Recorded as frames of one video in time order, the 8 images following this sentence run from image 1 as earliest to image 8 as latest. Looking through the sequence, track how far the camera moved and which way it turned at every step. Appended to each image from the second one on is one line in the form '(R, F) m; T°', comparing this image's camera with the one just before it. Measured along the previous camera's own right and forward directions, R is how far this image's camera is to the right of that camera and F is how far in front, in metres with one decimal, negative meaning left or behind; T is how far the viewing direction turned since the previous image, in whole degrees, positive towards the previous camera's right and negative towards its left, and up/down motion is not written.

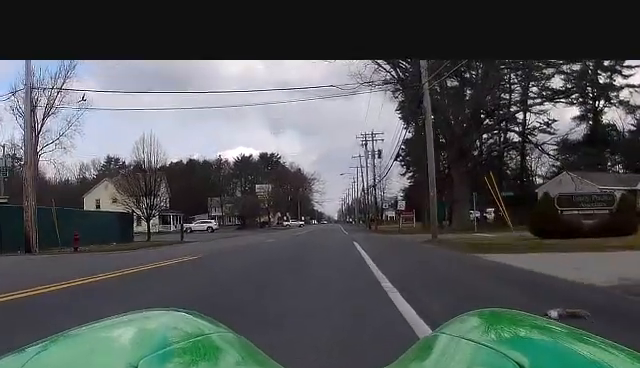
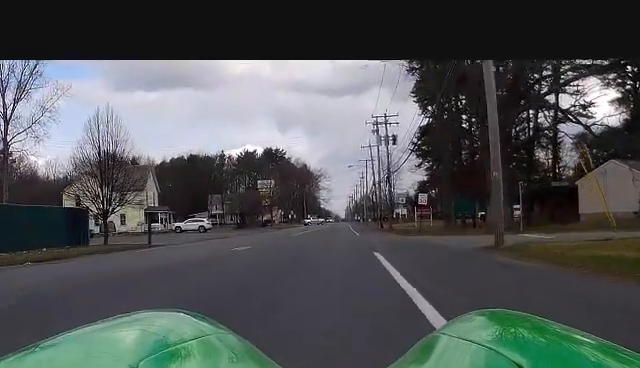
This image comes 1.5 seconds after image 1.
(-0.2, +13.0) m; 0°
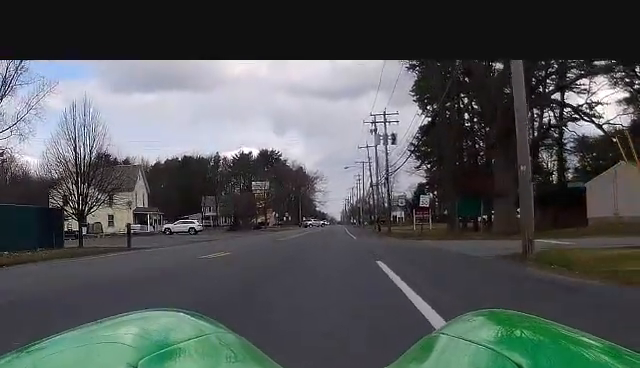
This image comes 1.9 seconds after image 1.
(-0.1, +3.8) m; +1°
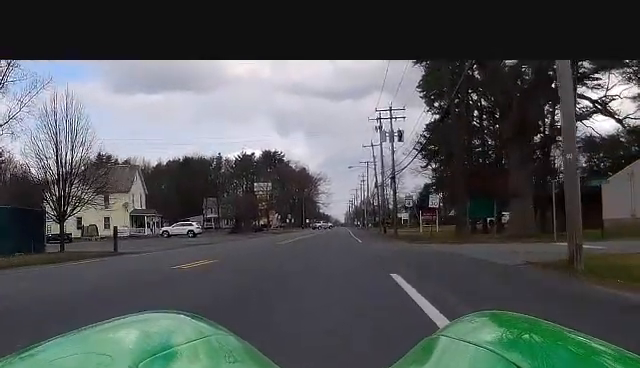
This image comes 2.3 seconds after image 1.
(+0.2, +3.5) m; +1°
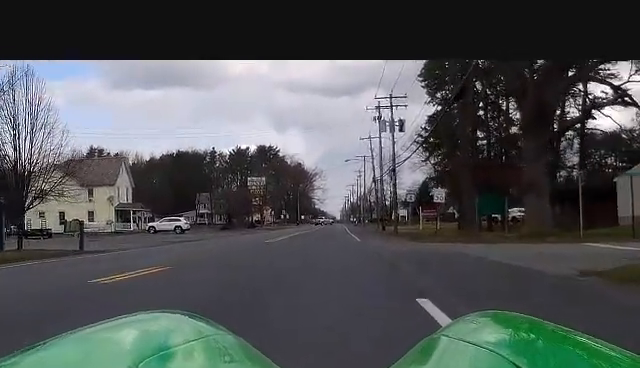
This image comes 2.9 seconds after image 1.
(+0.2, +4.9) m; +1°
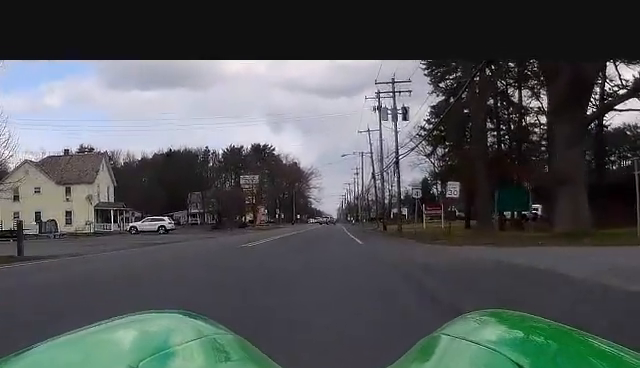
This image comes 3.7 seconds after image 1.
(-0.2, +7.0) m; -1°
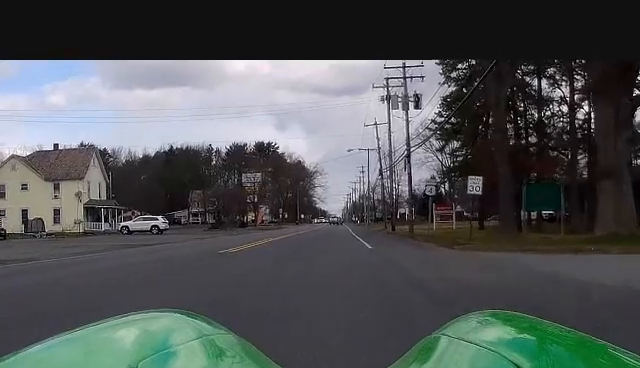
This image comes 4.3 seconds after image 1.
(0.0, +5.2) m; 0°
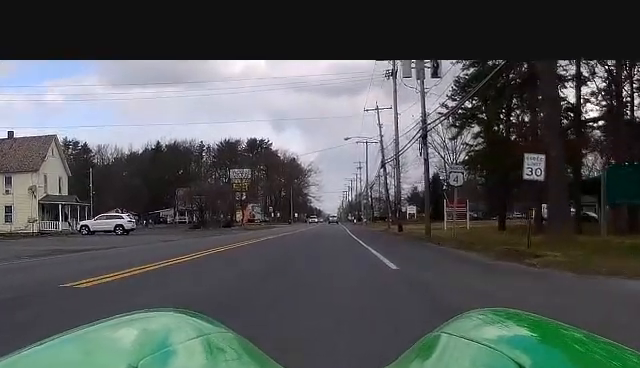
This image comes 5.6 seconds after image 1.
(0.0, +11.6) m; 0°
